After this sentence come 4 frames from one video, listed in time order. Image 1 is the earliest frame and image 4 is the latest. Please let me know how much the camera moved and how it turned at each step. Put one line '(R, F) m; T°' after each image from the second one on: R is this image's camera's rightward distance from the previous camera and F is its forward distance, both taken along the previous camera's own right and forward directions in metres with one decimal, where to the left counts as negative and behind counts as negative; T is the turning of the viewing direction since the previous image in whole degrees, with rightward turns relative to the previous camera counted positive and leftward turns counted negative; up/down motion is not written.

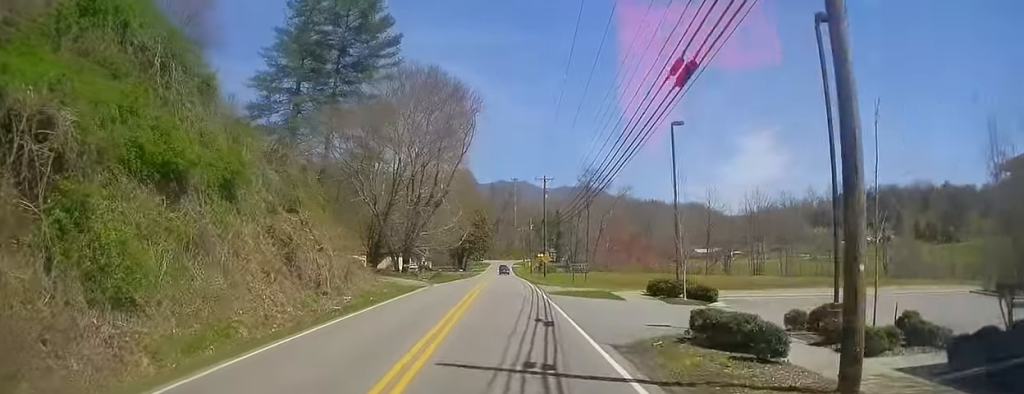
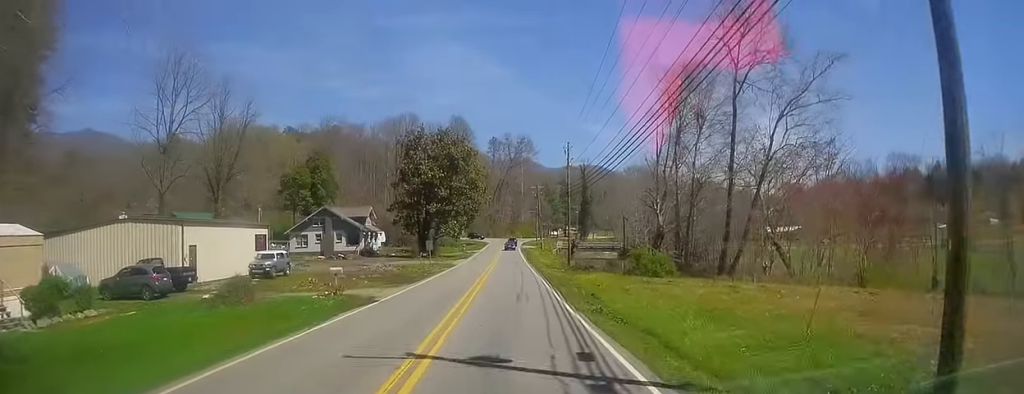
(+0.8, +72.0) m; +1°
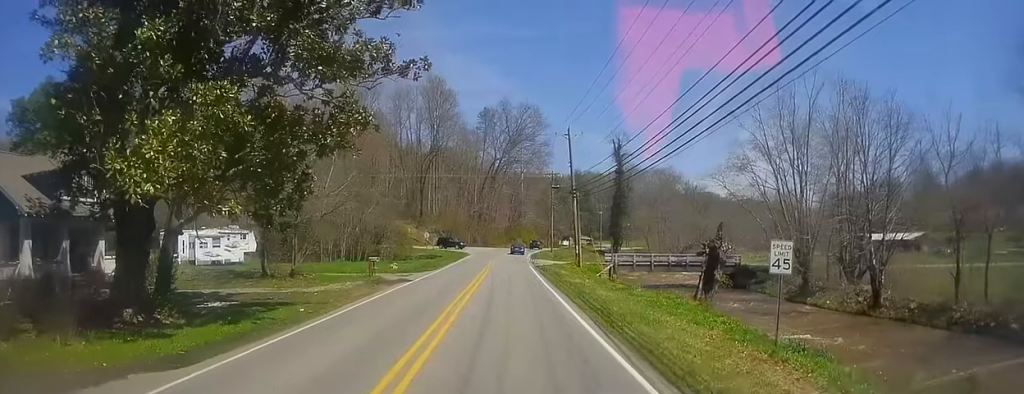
(+0.8, +63.1) m; -1°
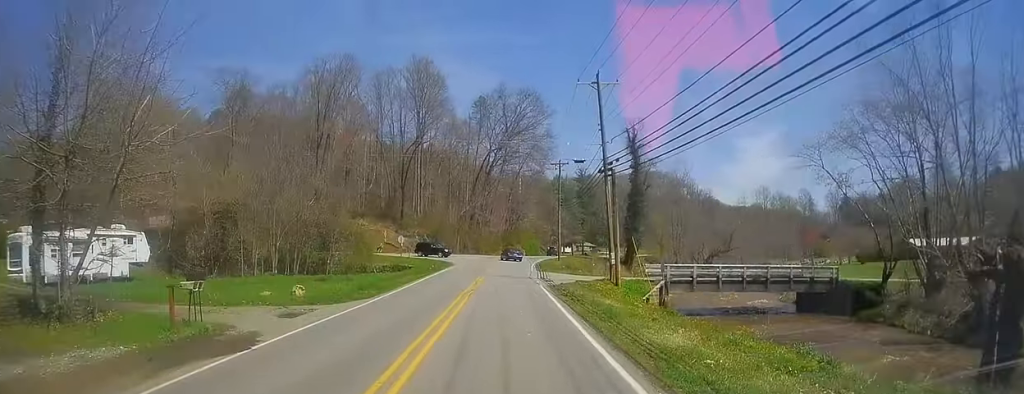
(-0.5, +19.3) m; +1°
